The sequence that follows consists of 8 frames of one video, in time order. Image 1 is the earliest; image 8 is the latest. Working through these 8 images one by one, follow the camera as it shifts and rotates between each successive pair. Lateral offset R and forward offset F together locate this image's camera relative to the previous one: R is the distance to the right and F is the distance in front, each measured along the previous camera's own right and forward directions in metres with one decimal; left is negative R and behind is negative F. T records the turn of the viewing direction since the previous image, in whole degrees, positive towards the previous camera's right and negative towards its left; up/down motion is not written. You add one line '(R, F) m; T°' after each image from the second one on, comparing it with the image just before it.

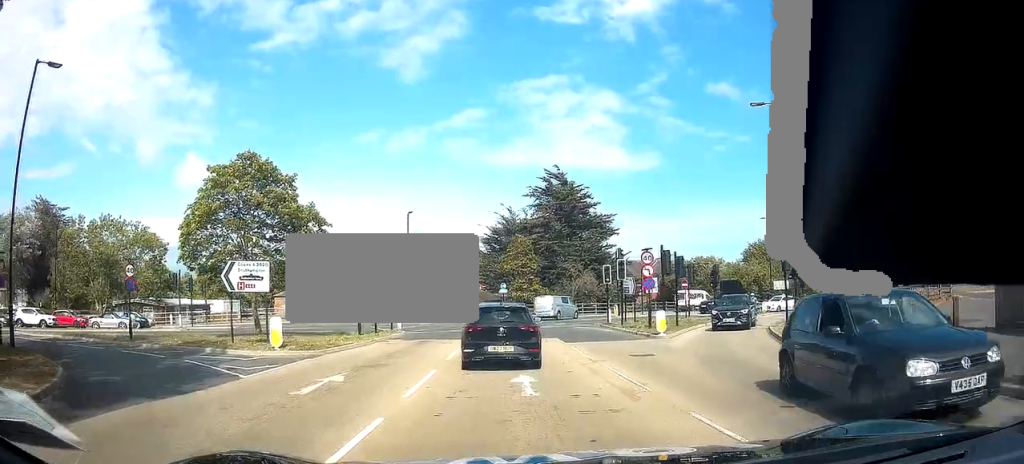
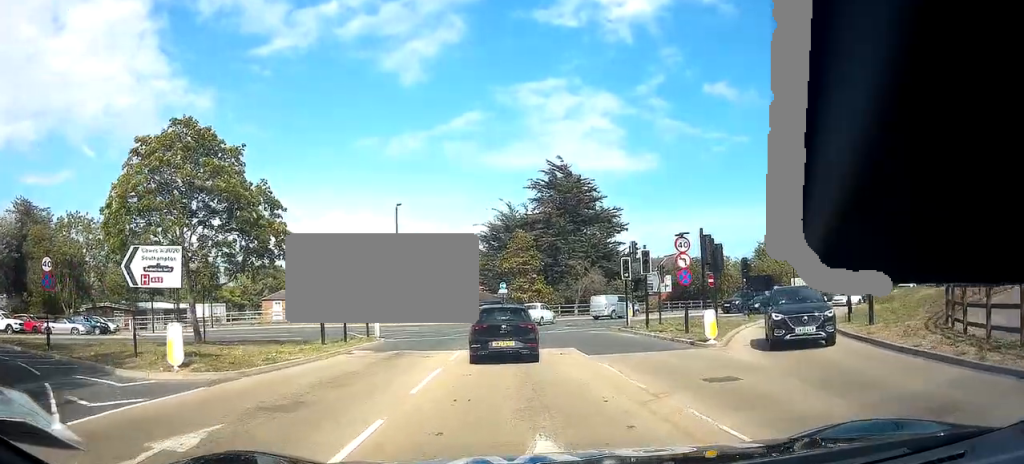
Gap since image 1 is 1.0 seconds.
(+0.2, +4.2) m; +6°
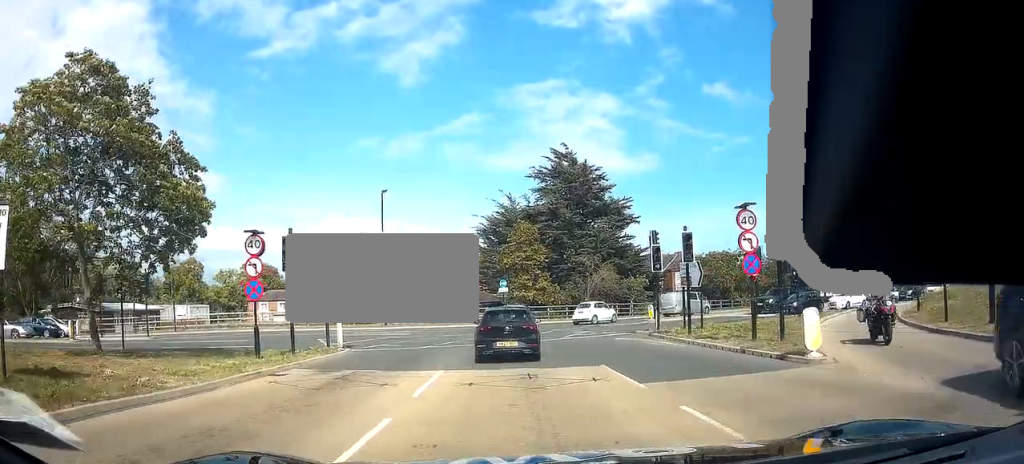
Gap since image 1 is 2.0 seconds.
(+0.2, +4.5) m; -1°
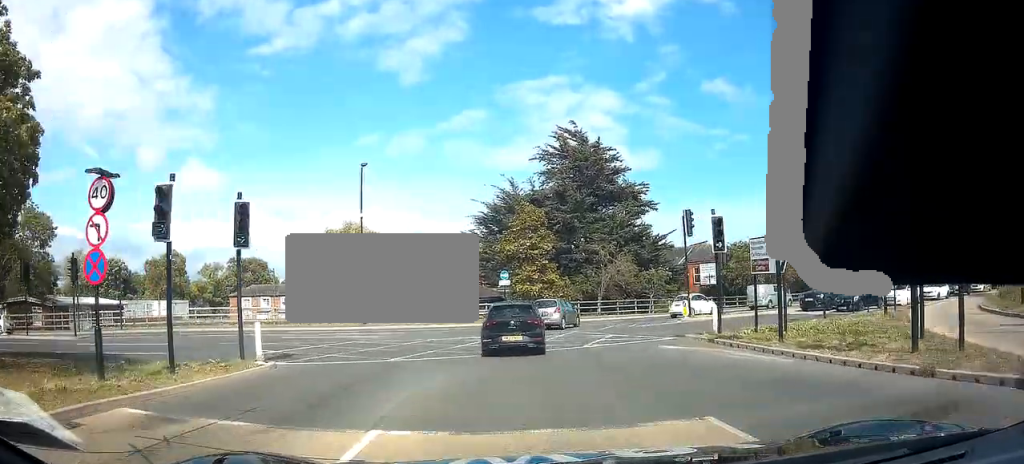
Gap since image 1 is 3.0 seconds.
(-0.4, +5.6) m; -6°
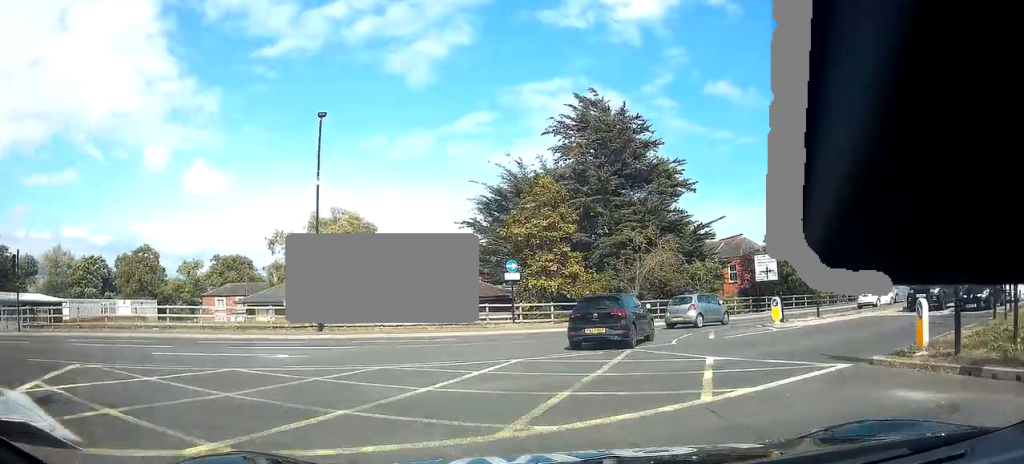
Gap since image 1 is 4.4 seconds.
(-0.4, +8.9) m; -4°
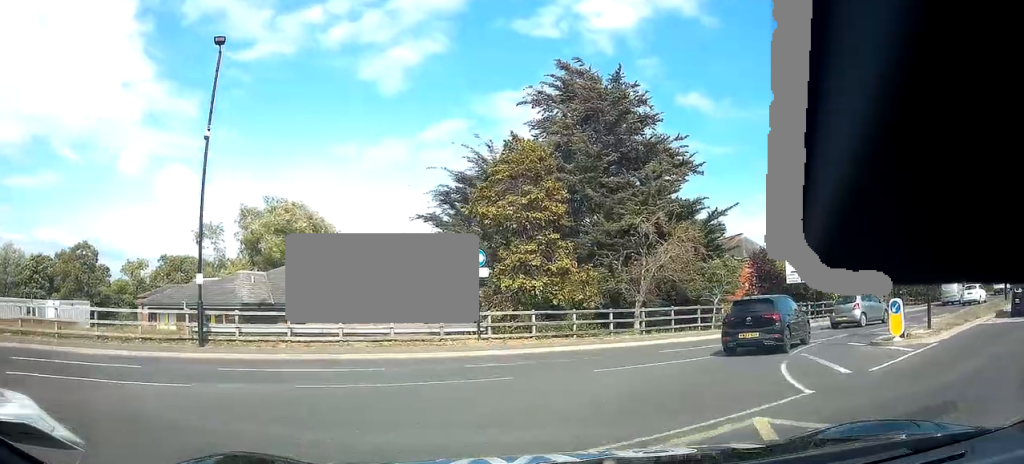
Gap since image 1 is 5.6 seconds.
(-0.3, +8.5) m; +2°
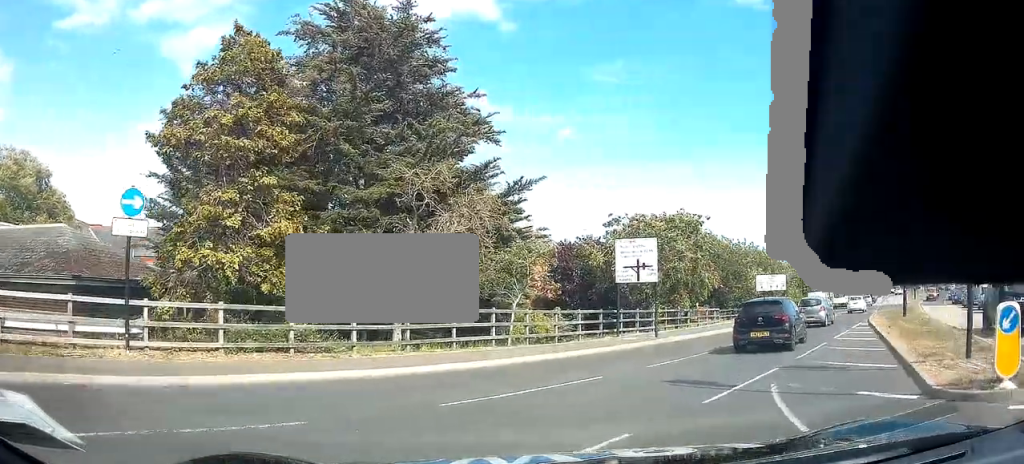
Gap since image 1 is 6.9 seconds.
(+1.4, +9.8) m; +16°
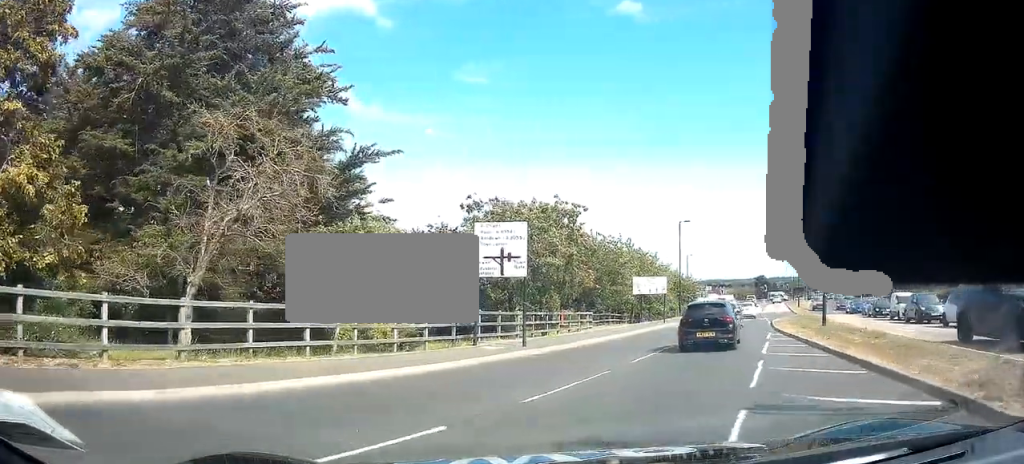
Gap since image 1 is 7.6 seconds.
(+0.5, +5.0) m; +6°
